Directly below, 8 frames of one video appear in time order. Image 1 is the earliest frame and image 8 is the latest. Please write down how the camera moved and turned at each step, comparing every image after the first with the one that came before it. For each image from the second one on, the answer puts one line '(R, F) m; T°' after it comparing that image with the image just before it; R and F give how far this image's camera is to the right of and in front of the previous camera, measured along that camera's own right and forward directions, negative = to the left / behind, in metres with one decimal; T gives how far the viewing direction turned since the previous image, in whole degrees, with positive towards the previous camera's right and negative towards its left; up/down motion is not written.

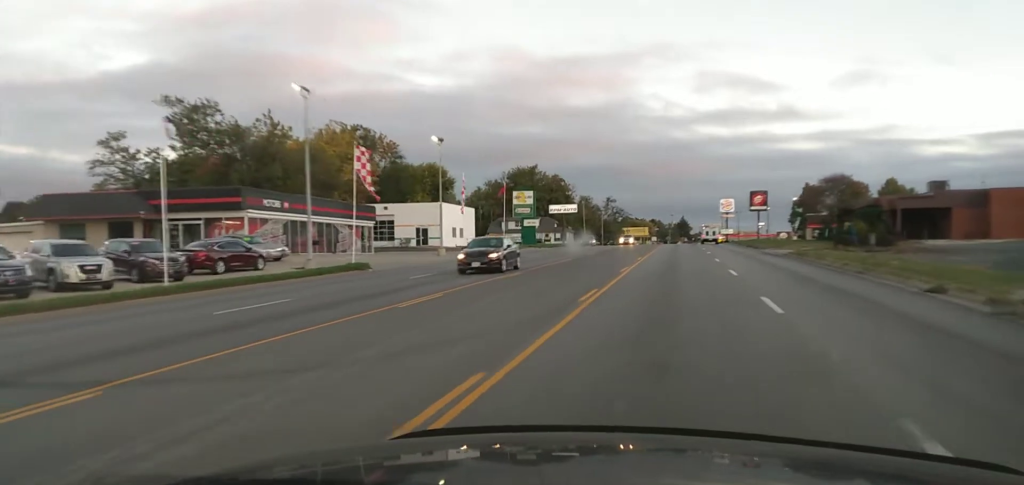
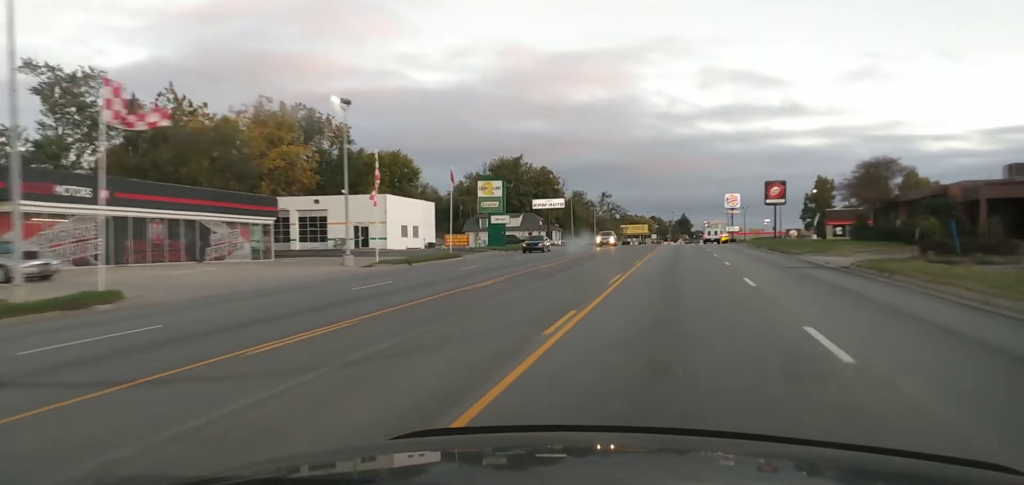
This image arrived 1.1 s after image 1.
(+0.1, +18.3) m; 0°
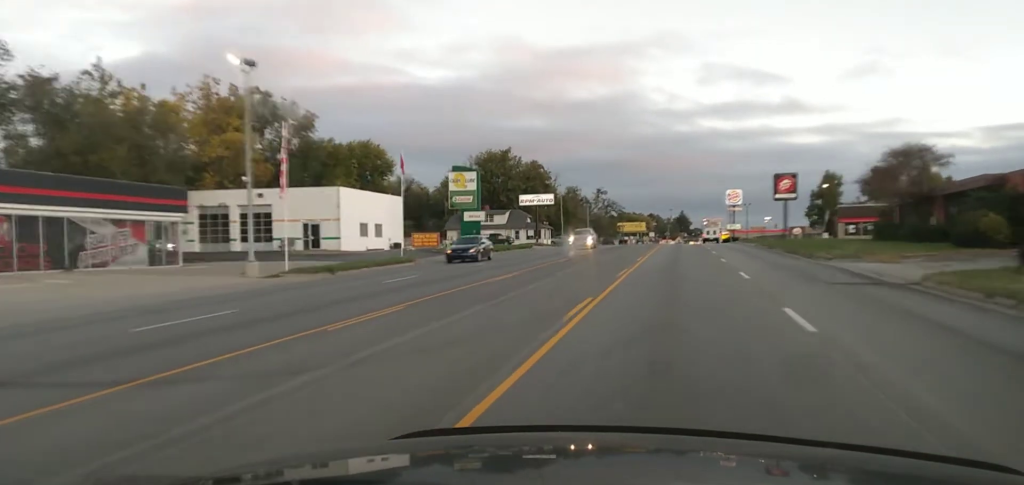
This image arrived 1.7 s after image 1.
(-0.1, +8.8) m; 0°
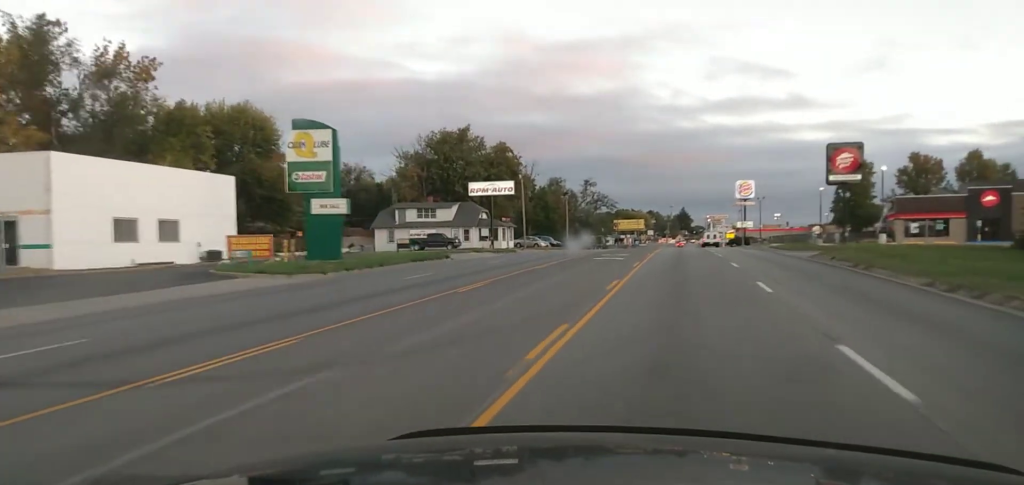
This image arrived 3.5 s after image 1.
(+0.2, +29.5) m; -1°
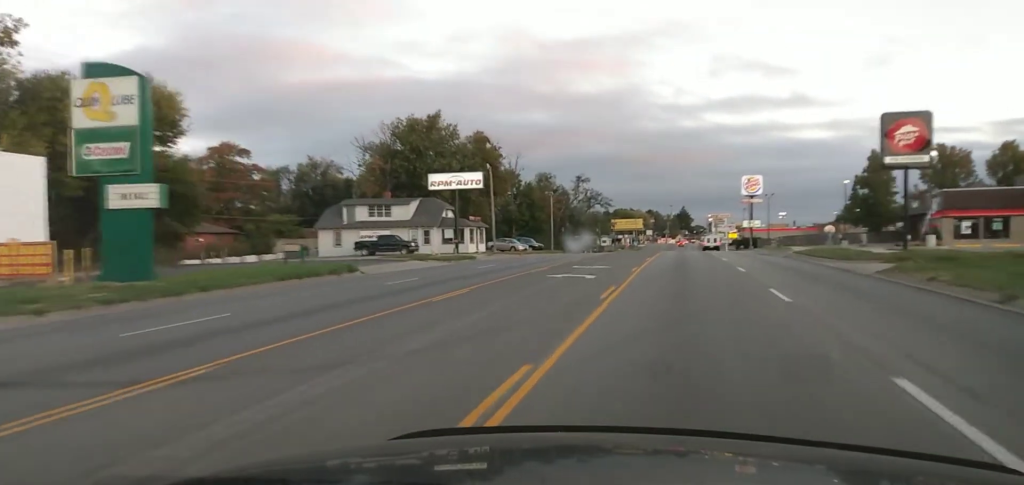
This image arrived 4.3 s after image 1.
(-0.3, +14.4) m; -1°
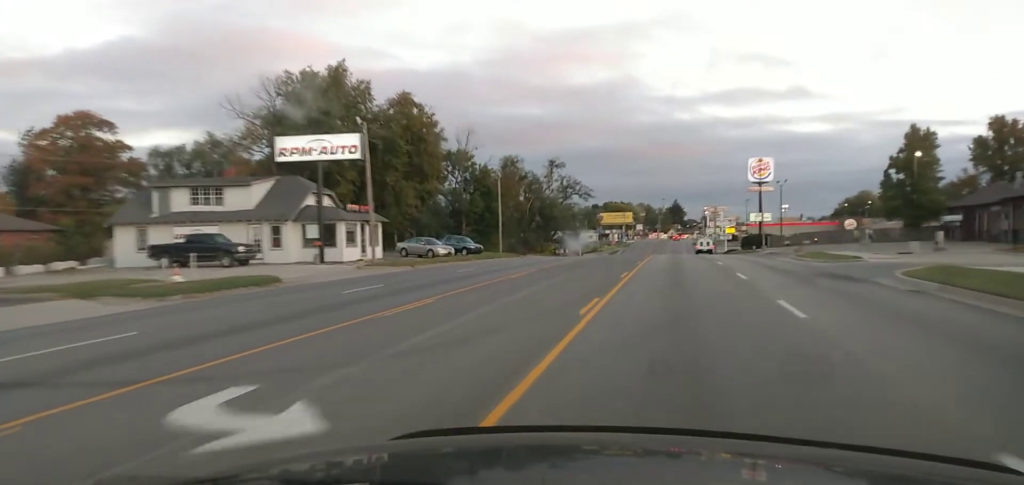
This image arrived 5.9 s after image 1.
(0.0, +26.9) m; 0°
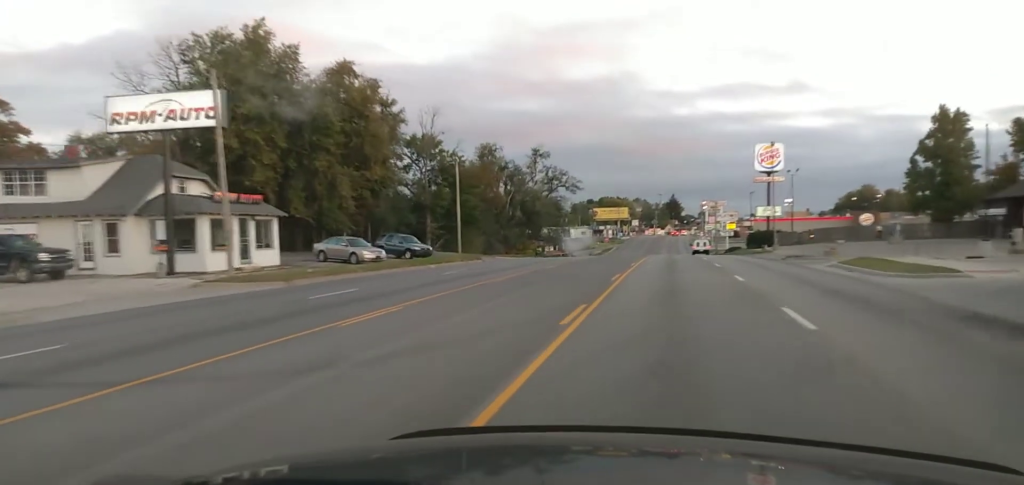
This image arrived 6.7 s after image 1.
(+0.1, +13.7) m; +1°
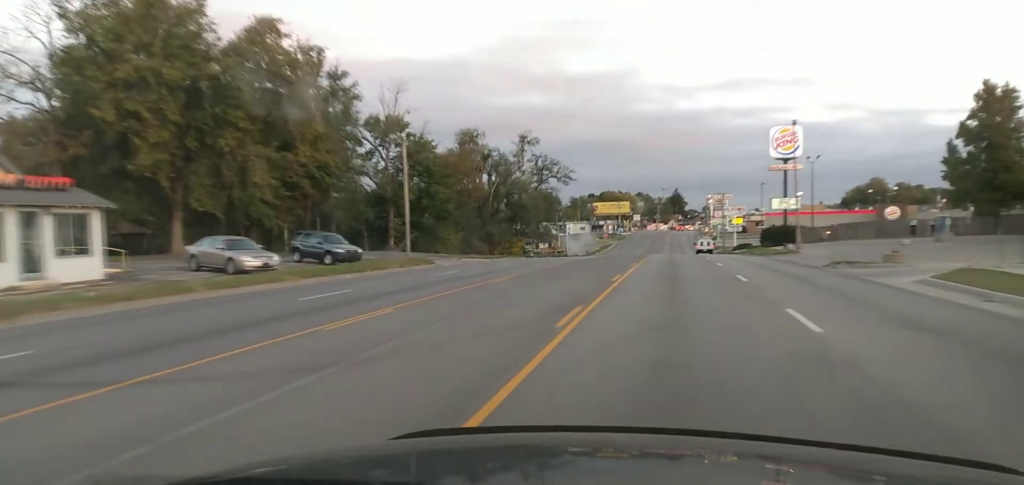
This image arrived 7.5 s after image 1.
(+0.1, +12.5) m; 0°
